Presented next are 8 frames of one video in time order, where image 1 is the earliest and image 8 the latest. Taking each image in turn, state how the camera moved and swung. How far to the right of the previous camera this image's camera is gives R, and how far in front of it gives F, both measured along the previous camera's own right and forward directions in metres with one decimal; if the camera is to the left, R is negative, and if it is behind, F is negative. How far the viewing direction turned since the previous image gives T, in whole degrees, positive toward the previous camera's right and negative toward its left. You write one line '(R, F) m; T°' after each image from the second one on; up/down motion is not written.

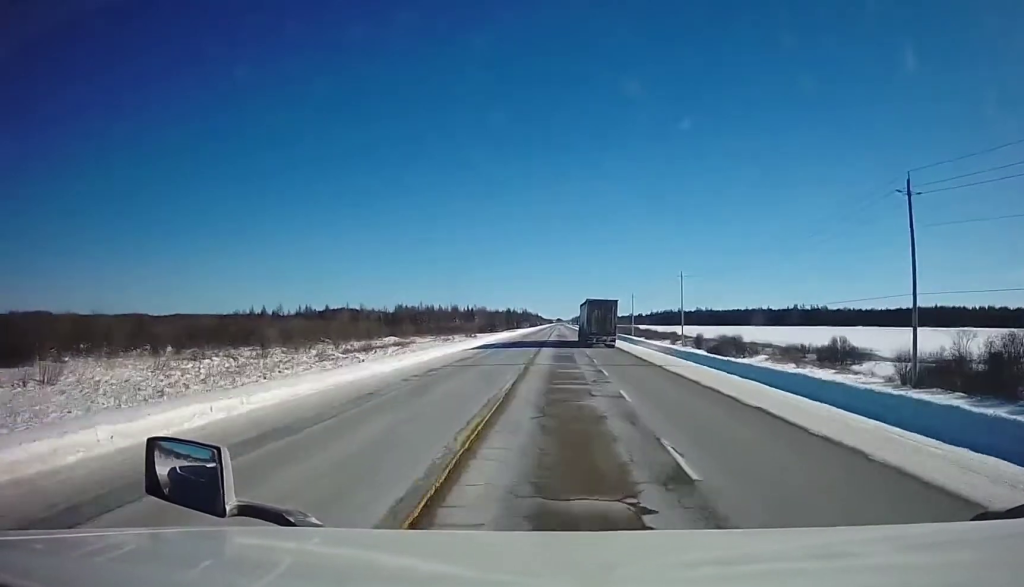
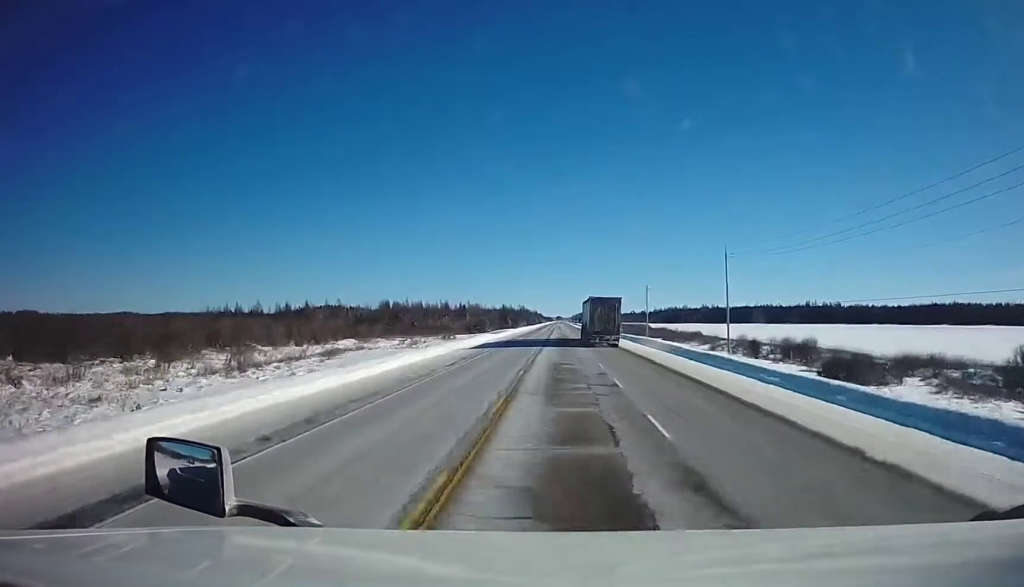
(+0.1, +31.6) m; 0°
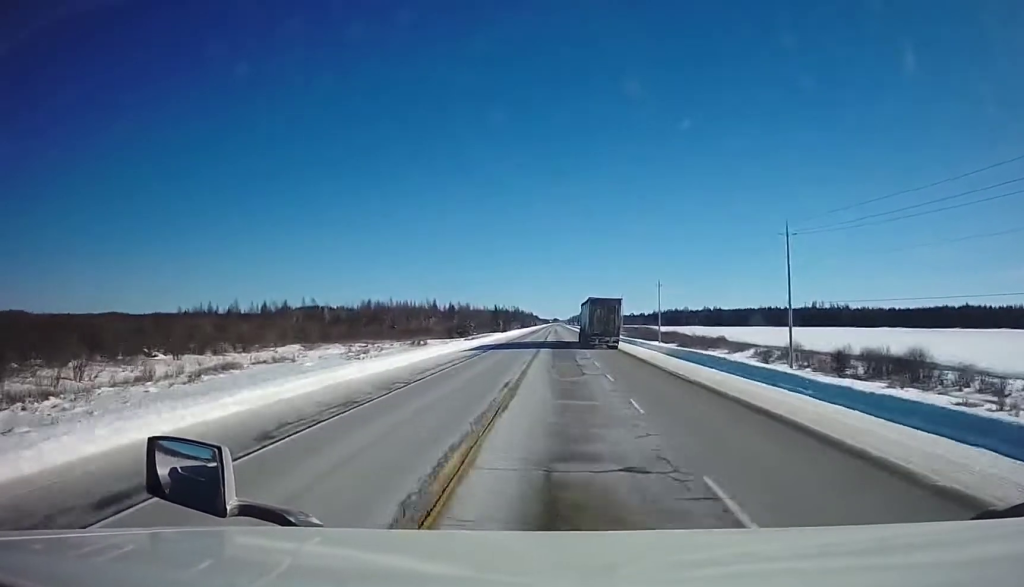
(+0.1, +24.8) m; 0°
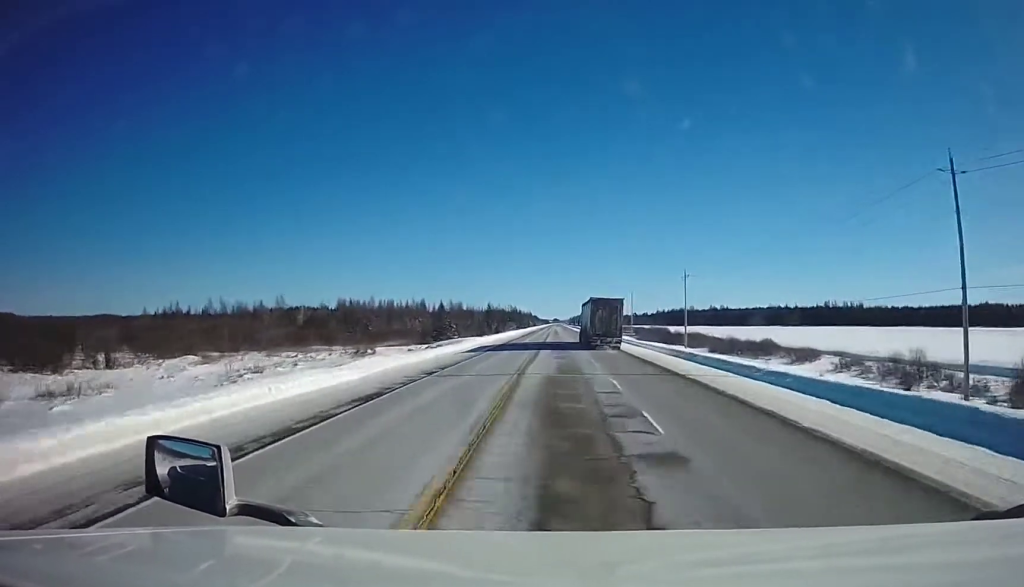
(+0.1, +29.0) m; 0°
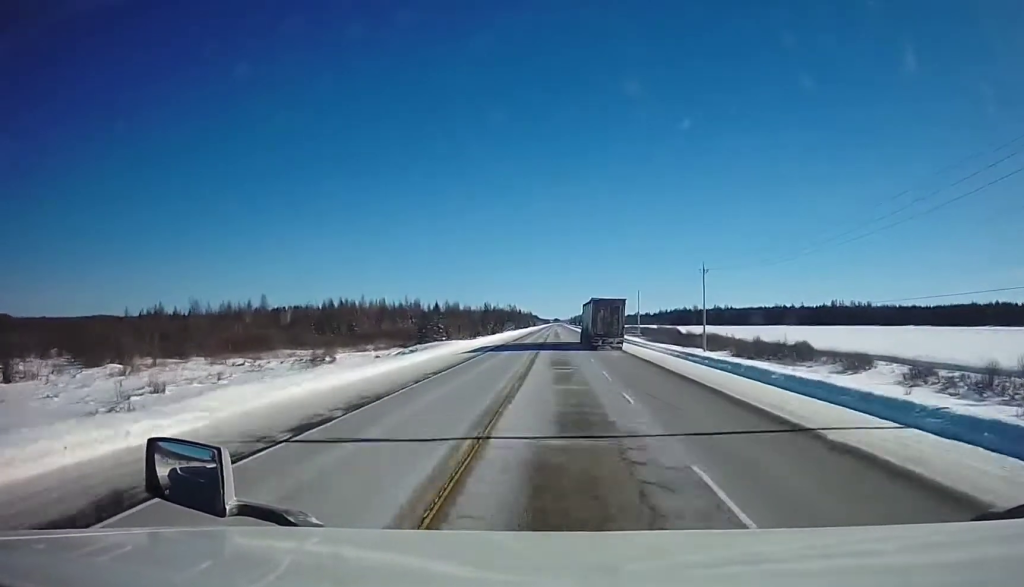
(+0.1, +14.0) m; 0°
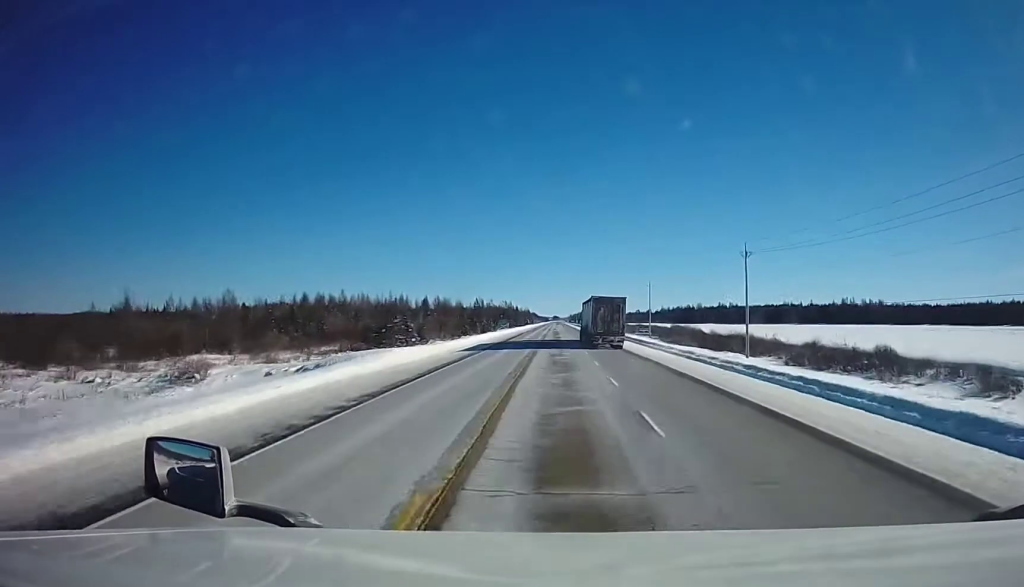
(-0.1, +22.9) m; -1°
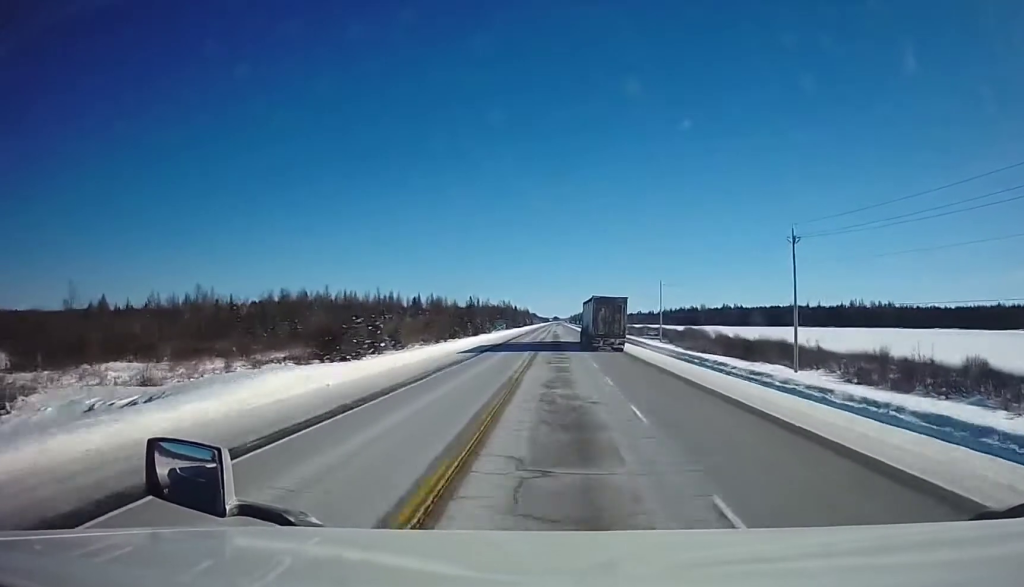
(0.0, +15.9) m; 0°
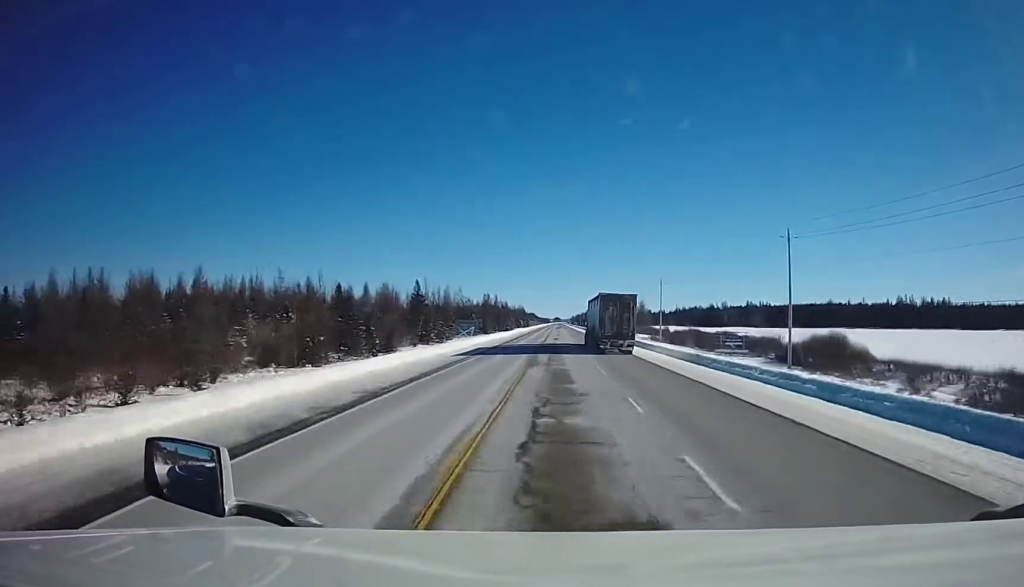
(-0.3, +78.2) m; 0°
